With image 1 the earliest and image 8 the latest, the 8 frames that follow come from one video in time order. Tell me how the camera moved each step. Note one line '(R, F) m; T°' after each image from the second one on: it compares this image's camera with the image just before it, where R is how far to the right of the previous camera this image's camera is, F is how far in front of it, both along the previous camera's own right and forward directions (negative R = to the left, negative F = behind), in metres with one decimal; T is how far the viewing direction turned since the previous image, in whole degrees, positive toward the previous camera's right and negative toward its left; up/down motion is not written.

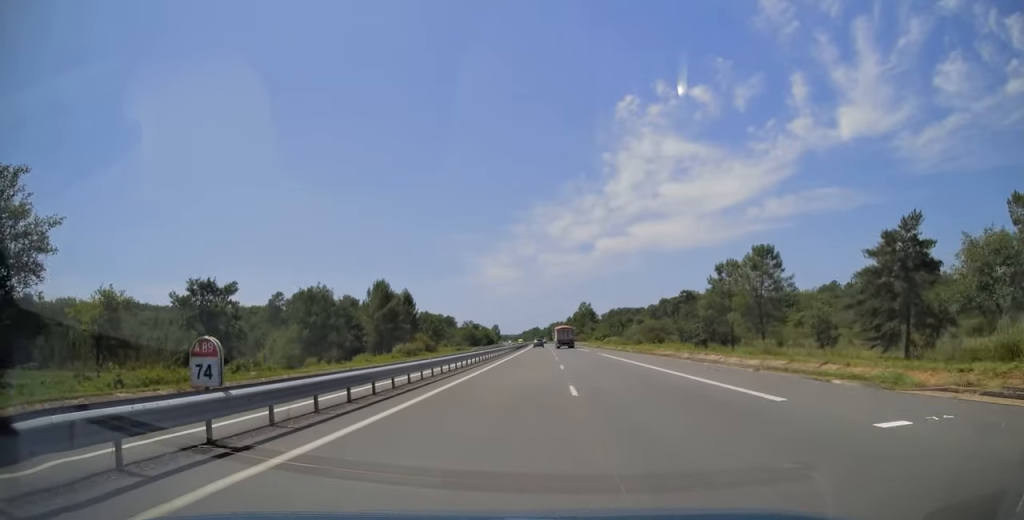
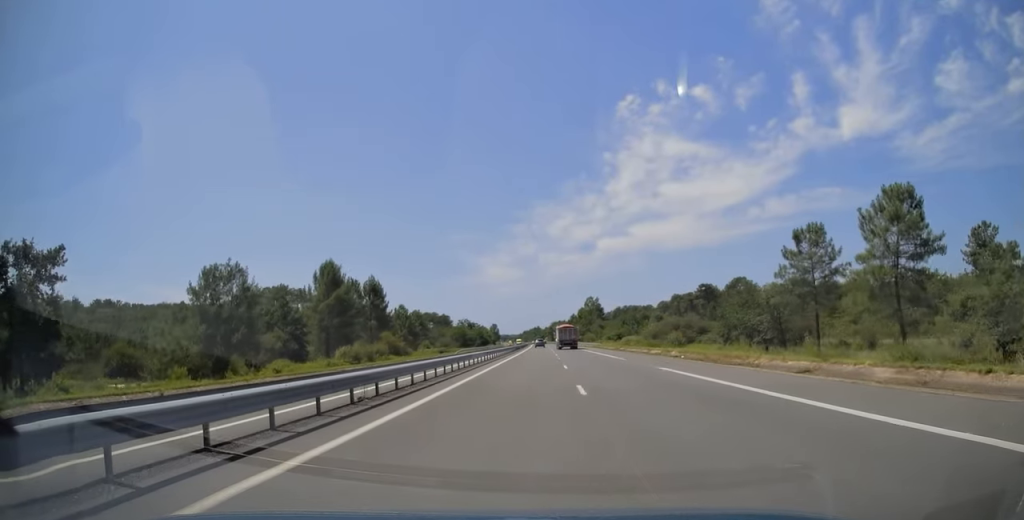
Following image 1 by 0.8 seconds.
(+0.3, +26.3) m; 0°
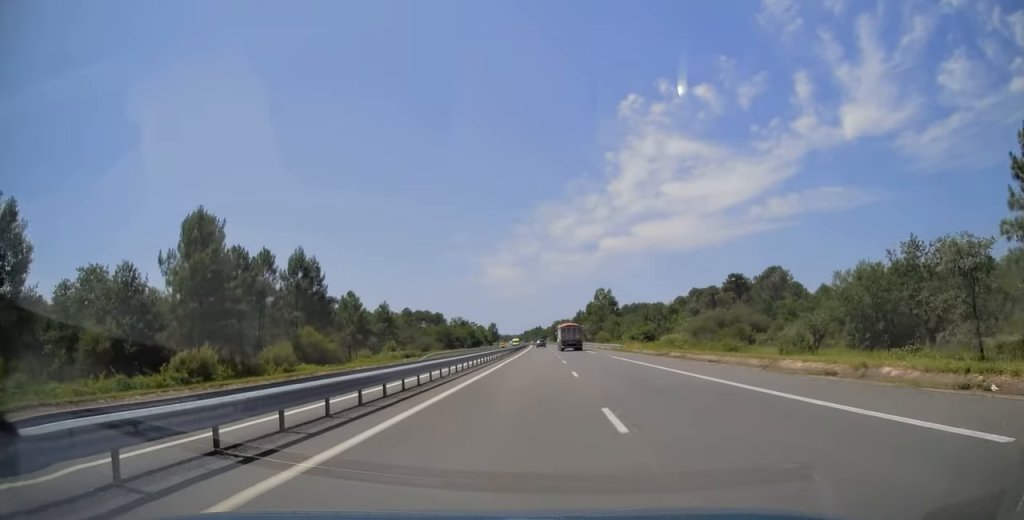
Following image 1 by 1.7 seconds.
(-0.4, +32.1) m; -1°
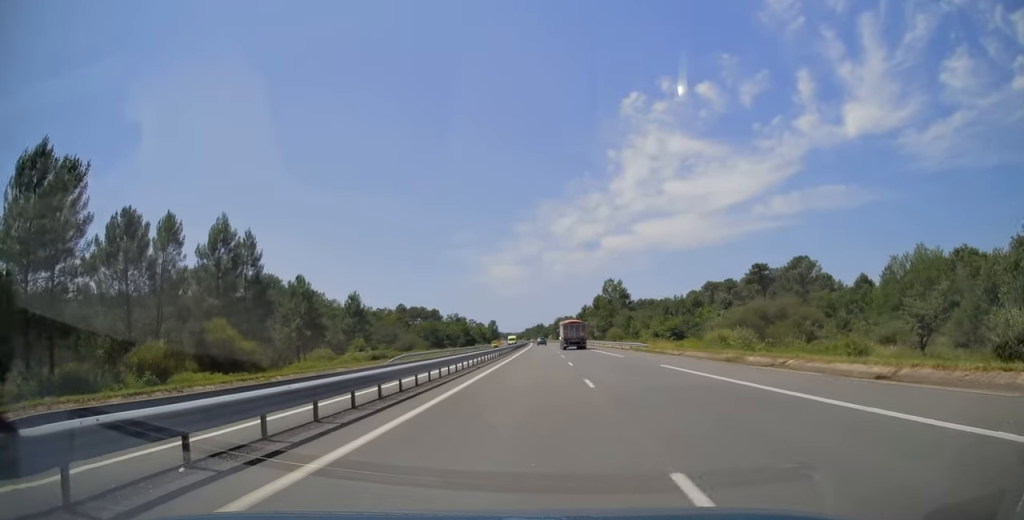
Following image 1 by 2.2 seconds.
(0.0, +18.9) m; 0°
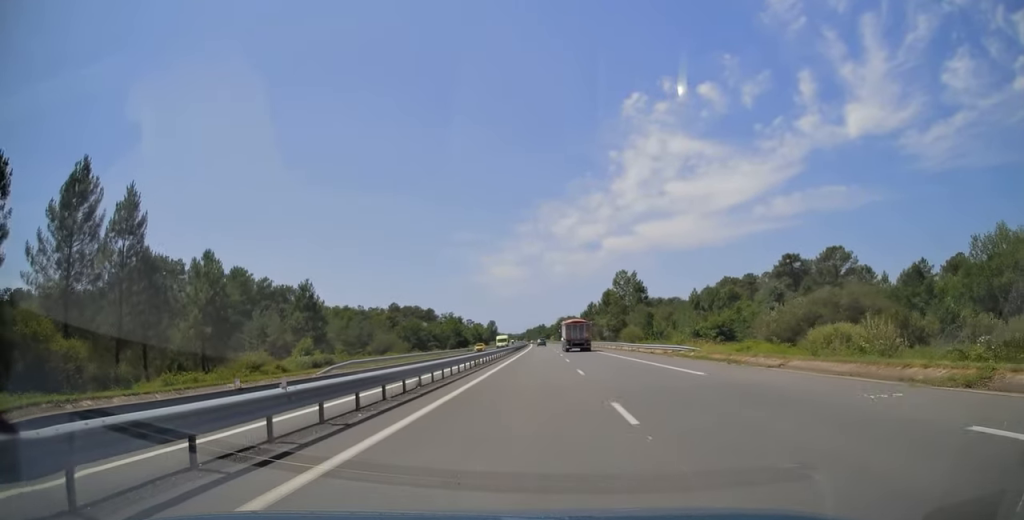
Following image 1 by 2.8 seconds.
(-0.1, +20.0) m; 0°
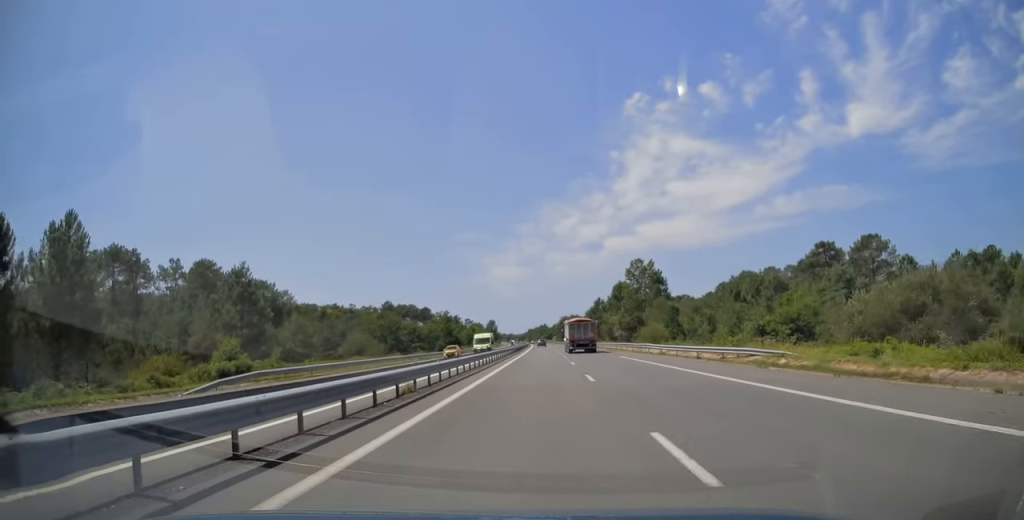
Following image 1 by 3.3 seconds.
(+0.2, +17.2) m; 0°
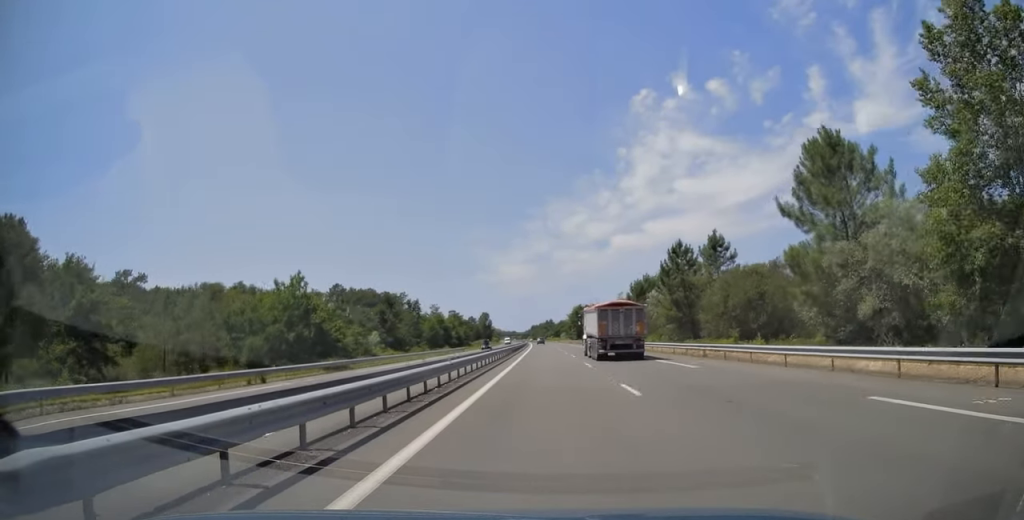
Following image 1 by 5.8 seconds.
(-1.7, +85.0) m; -2°
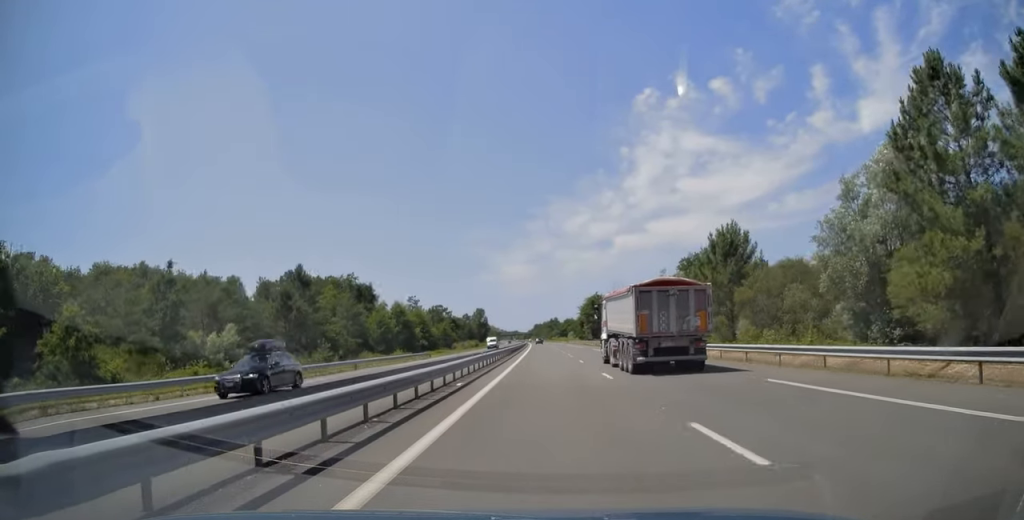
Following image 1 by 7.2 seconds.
(+0.4, +47.3) m; 0°
